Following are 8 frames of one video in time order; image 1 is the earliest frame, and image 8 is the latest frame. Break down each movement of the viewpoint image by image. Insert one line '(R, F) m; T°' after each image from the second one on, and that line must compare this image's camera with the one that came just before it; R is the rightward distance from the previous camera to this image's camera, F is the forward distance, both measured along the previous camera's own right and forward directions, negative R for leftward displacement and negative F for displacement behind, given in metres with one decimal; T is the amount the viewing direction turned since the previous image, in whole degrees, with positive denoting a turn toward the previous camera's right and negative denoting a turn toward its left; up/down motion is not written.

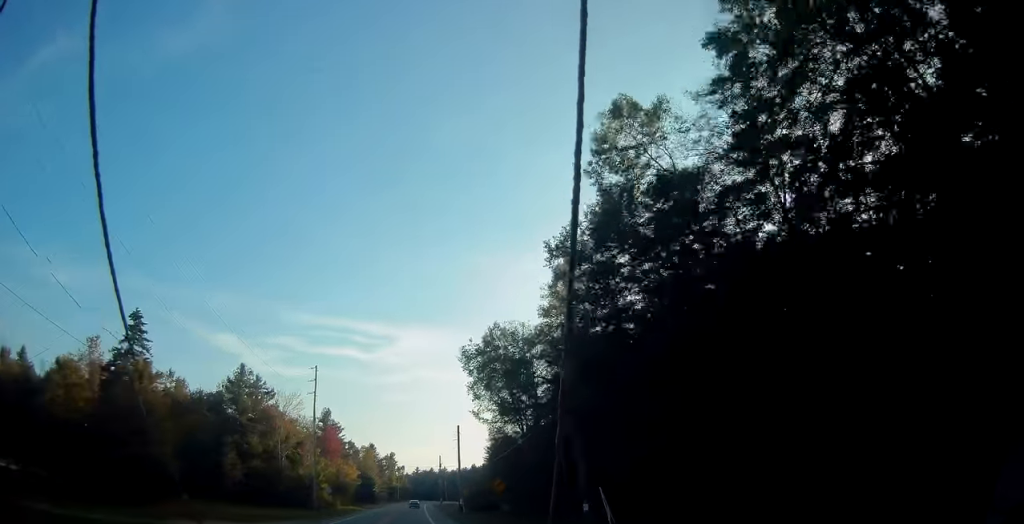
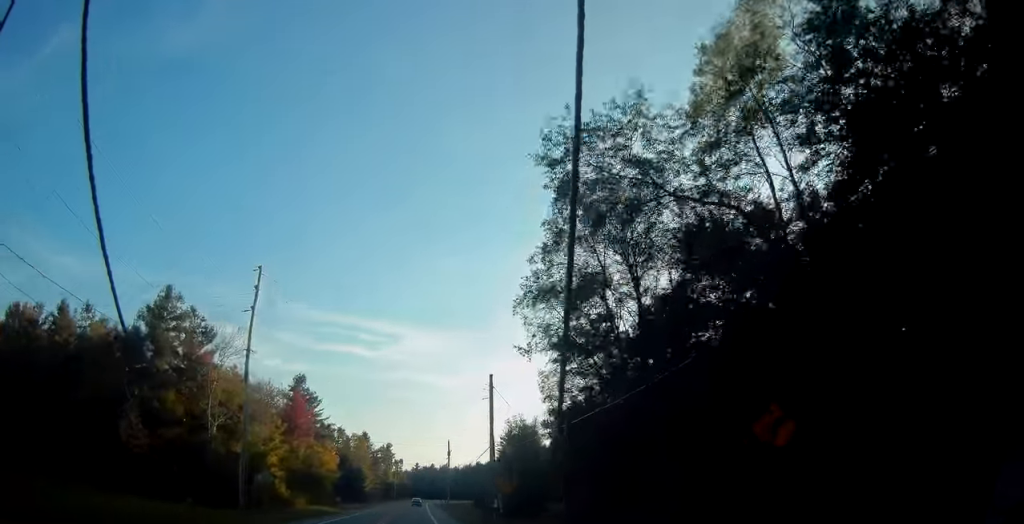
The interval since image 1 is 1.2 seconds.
(+0.5, +28.7) m; +1°
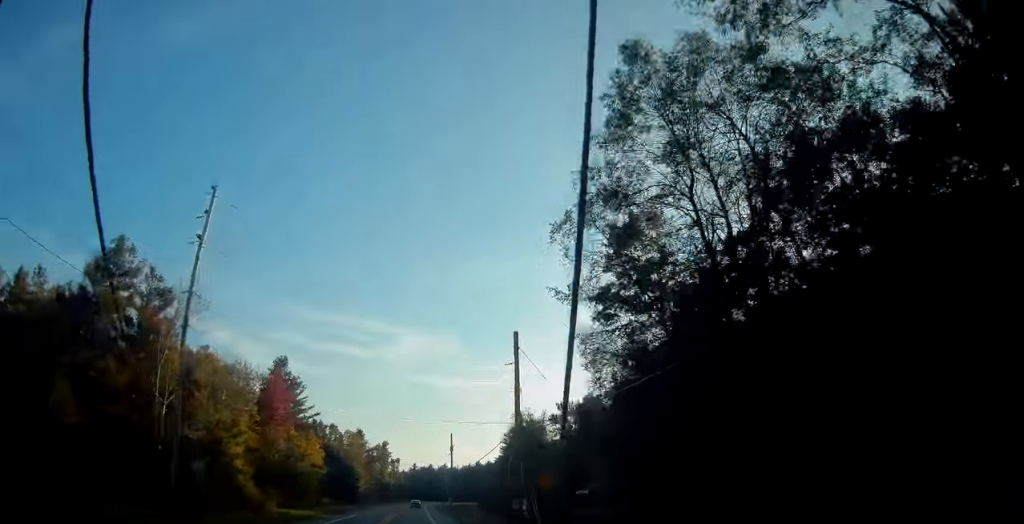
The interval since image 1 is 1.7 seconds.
(0.0, +11.2) m; 0°
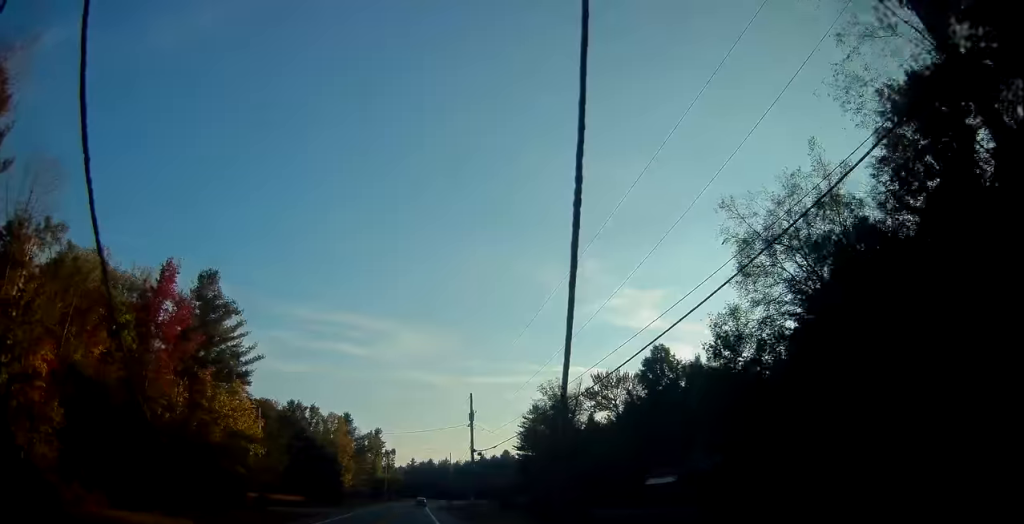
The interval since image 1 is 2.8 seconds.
(0.0, +28.0) m; 0°
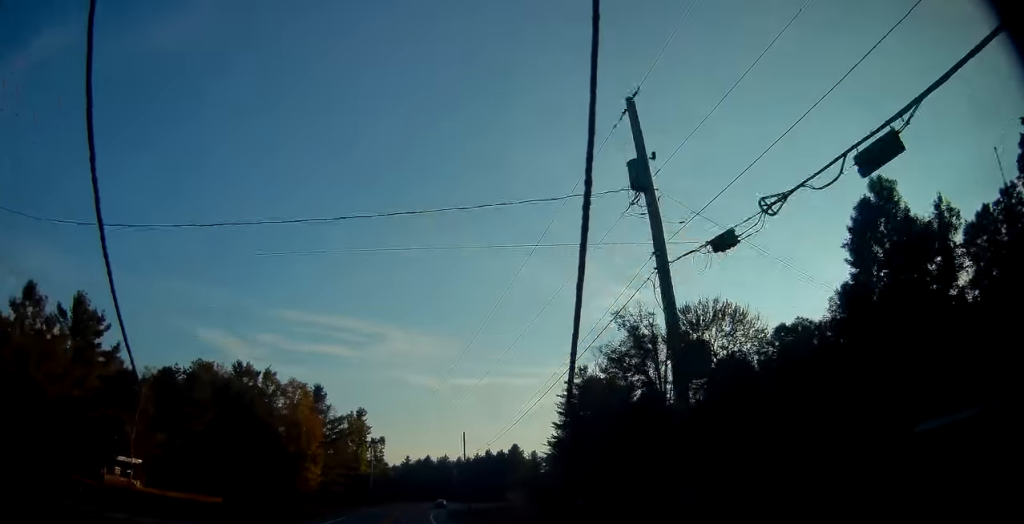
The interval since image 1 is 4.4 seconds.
(0.0, +37.7) m; 0°
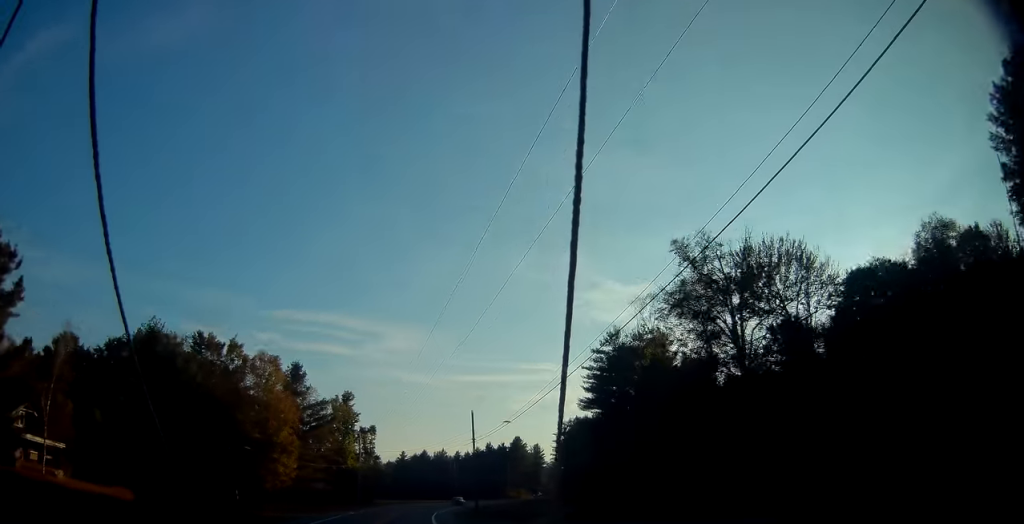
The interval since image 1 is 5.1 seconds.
(-0.1, +16.0) m; +1°
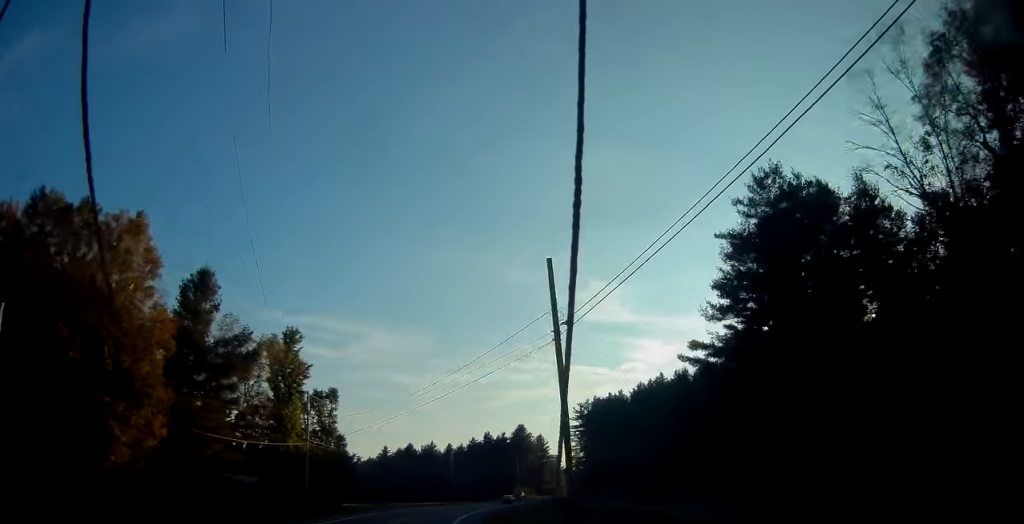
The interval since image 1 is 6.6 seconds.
(+0.6, +37.5) m; +2°
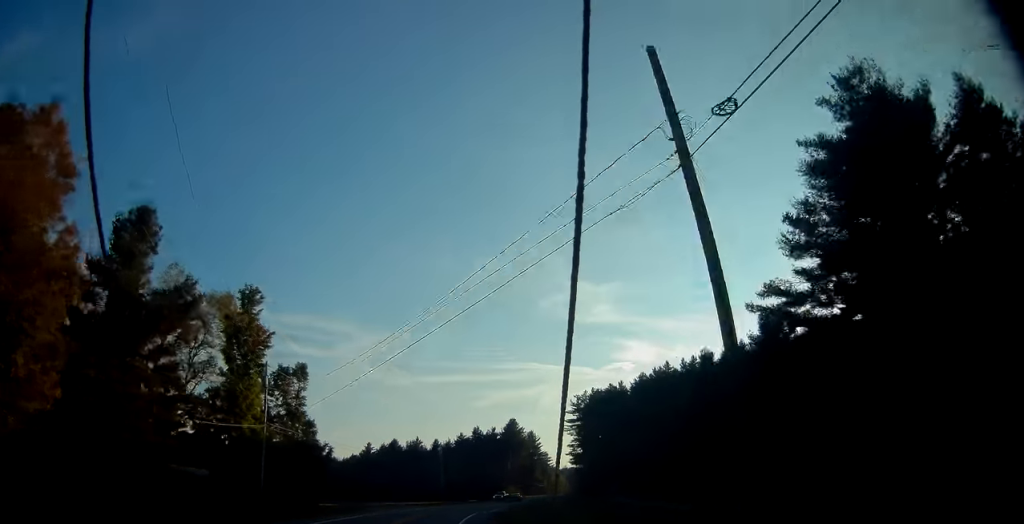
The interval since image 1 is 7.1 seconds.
(-0.3, +12.0) m; +1°
